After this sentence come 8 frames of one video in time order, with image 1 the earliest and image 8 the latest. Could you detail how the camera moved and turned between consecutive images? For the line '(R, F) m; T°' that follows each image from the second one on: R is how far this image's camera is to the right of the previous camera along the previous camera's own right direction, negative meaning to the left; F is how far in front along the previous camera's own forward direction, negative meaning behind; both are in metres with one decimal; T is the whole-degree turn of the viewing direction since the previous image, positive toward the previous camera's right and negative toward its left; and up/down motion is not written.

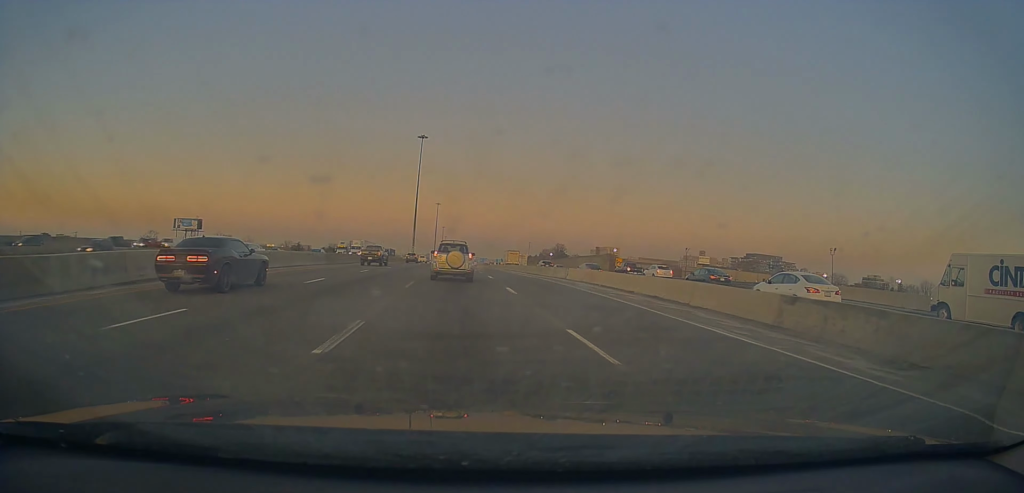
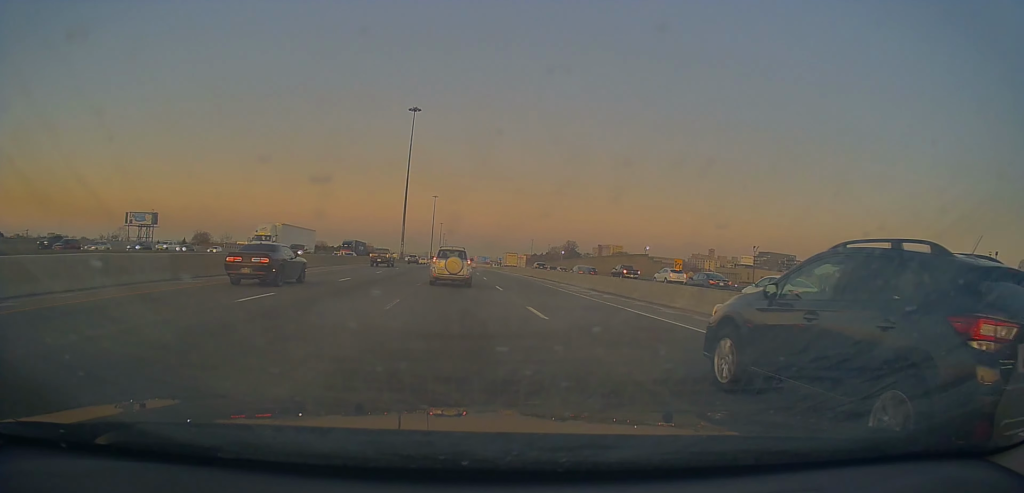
(-0.7, +30.1) m; -3°
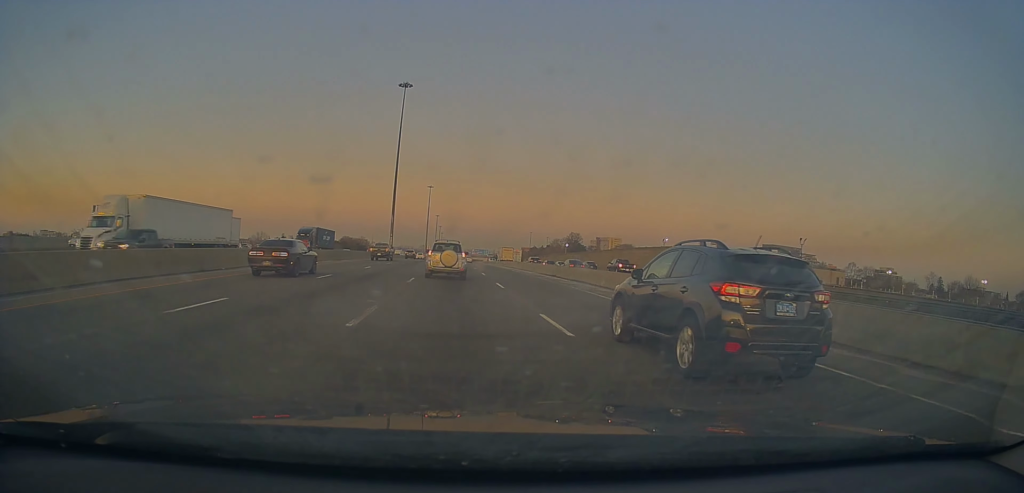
(-0.4, +15.4) m; 0°
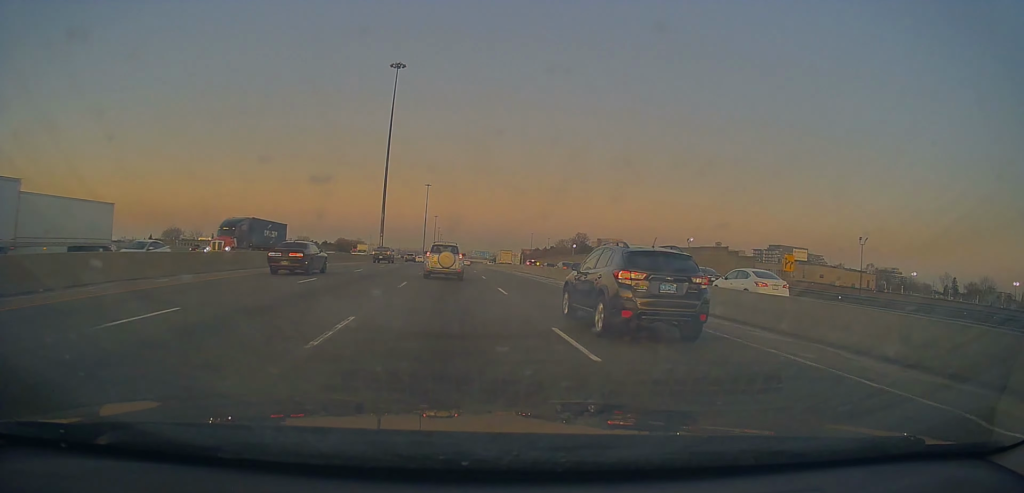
(+0.1, +14.5) m; +1°
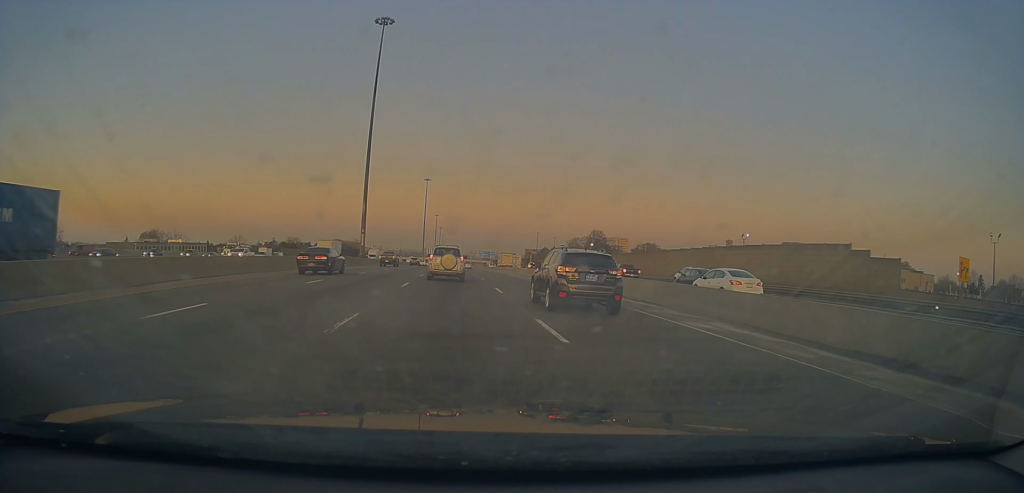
(+0.5, +22.3) m; +1°
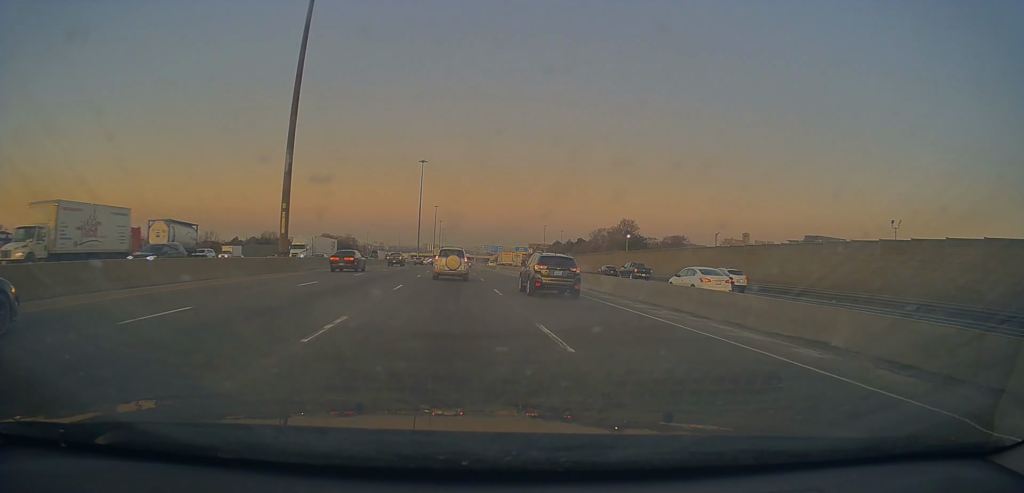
(-0.2, +35.7) m; -1°
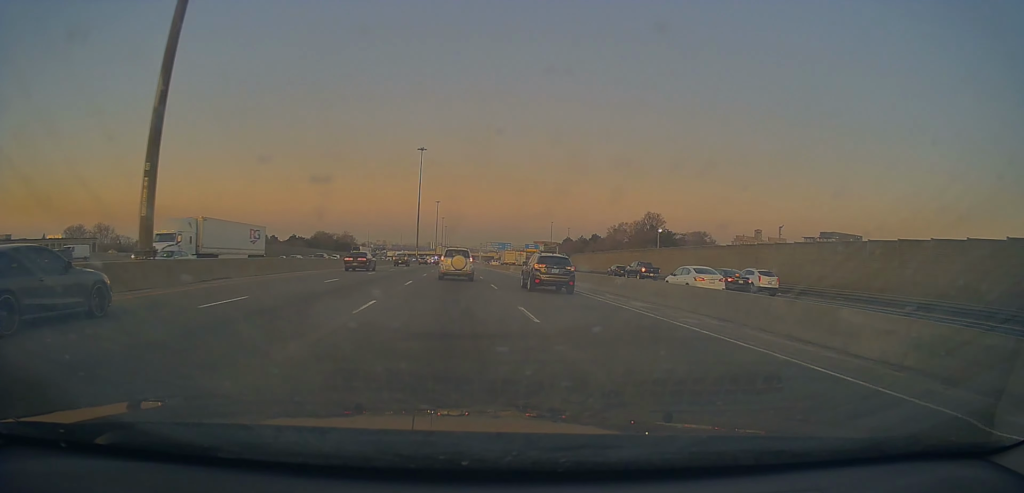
(0.0, +19.6) m; 0°
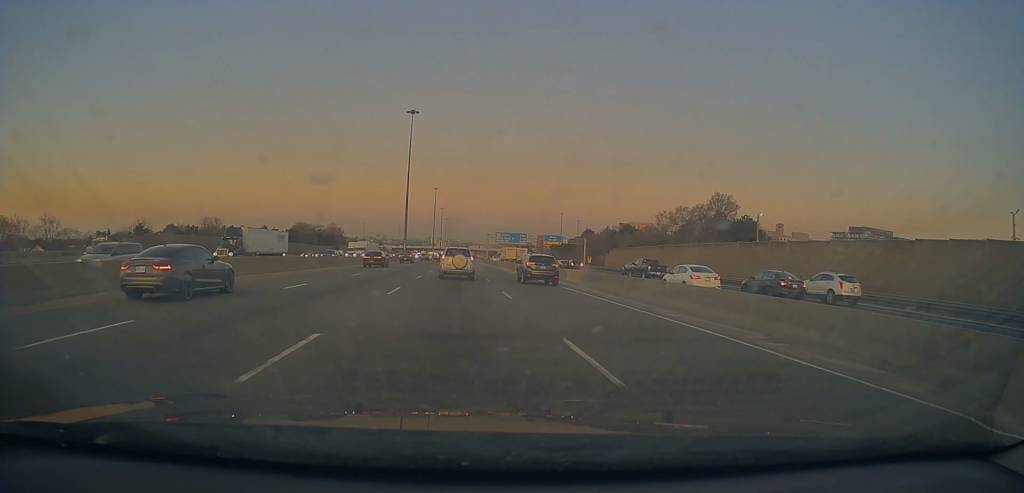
(0.0, +41.1) m; -1°
